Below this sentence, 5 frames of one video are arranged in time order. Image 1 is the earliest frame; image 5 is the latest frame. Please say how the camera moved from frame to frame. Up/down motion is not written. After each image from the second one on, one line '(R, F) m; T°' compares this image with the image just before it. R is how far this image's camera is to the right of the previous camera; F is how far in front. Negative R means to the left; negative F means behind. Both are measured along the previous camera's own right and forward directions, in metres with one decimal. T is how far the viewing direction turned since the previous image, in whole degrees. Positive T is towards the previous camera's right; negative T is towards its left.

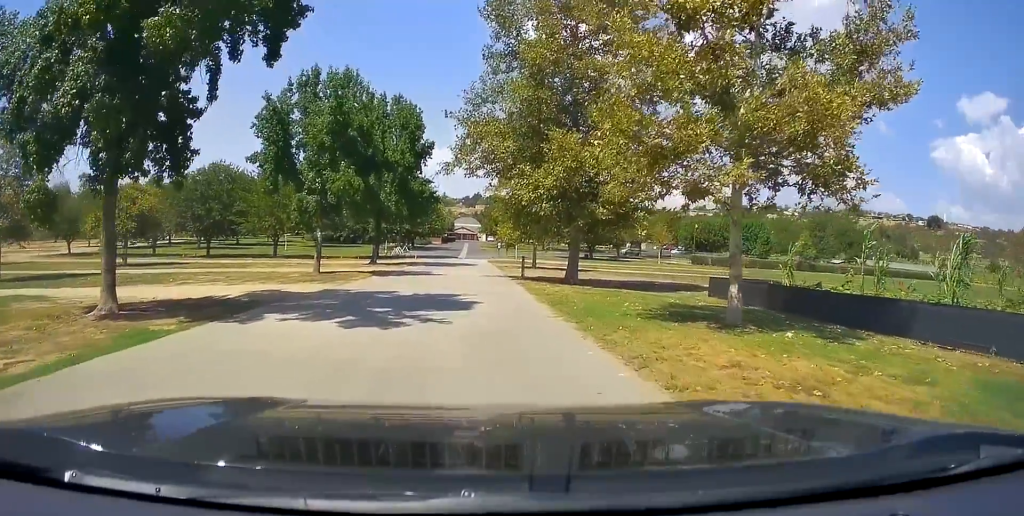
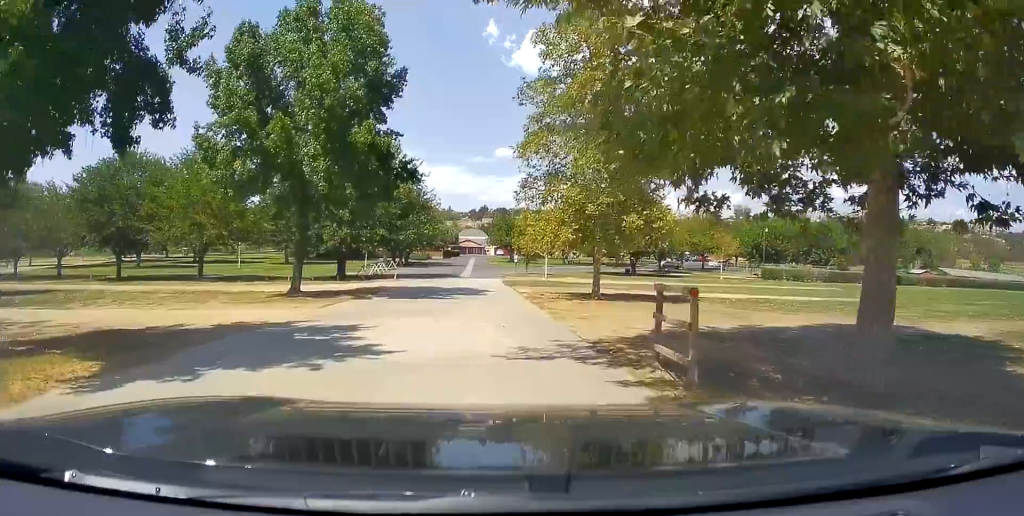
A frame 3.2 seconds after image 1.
(-1.0, +22.8) m; 0°
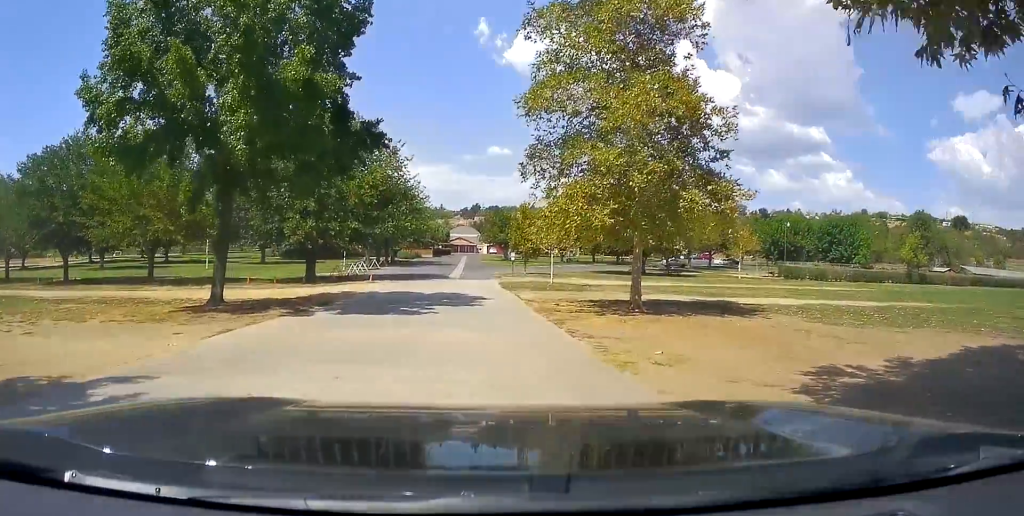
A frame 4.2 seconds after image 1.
(+0.6, +7.5) m; +4°
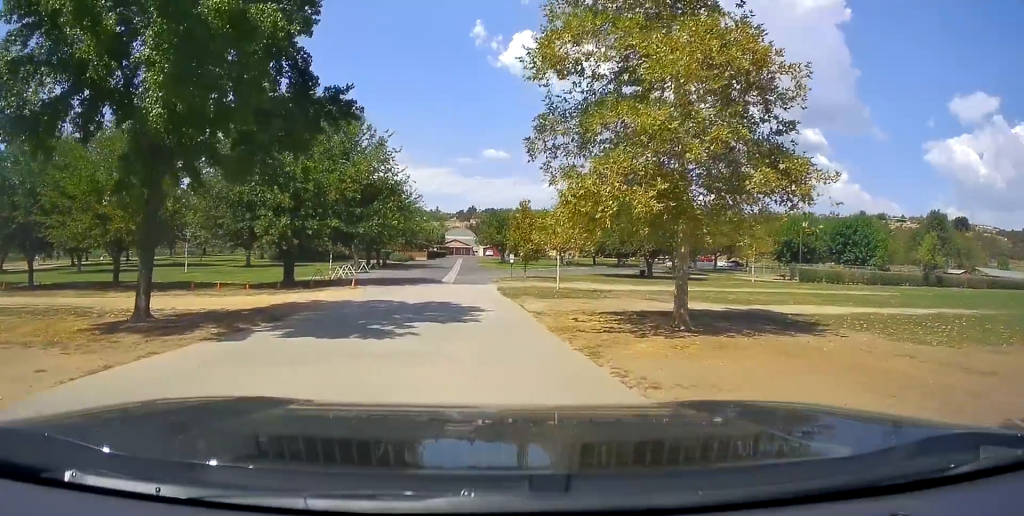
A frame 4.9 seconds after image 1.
(+0.1, +4.4) m; -2°
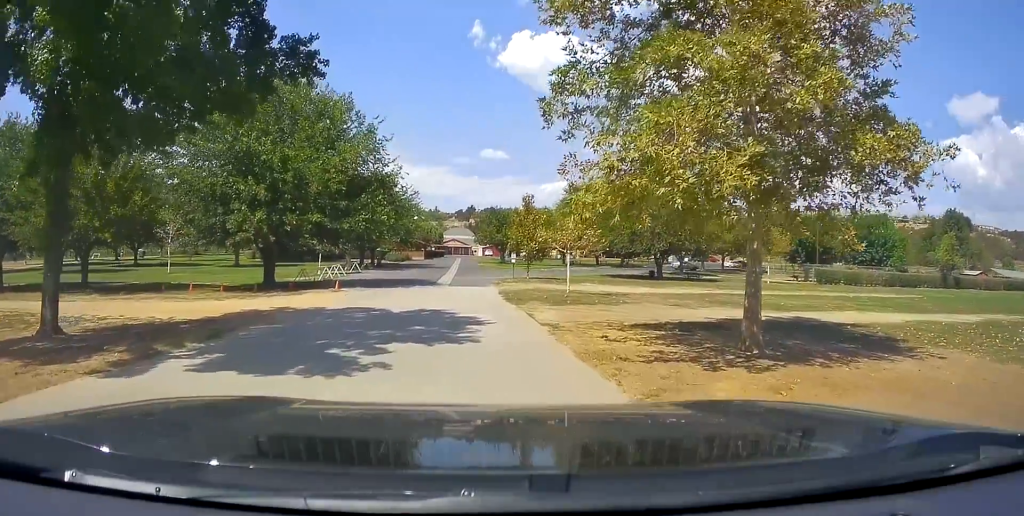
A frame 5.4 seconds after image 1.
(-0.4, +3.8) m; -4°
